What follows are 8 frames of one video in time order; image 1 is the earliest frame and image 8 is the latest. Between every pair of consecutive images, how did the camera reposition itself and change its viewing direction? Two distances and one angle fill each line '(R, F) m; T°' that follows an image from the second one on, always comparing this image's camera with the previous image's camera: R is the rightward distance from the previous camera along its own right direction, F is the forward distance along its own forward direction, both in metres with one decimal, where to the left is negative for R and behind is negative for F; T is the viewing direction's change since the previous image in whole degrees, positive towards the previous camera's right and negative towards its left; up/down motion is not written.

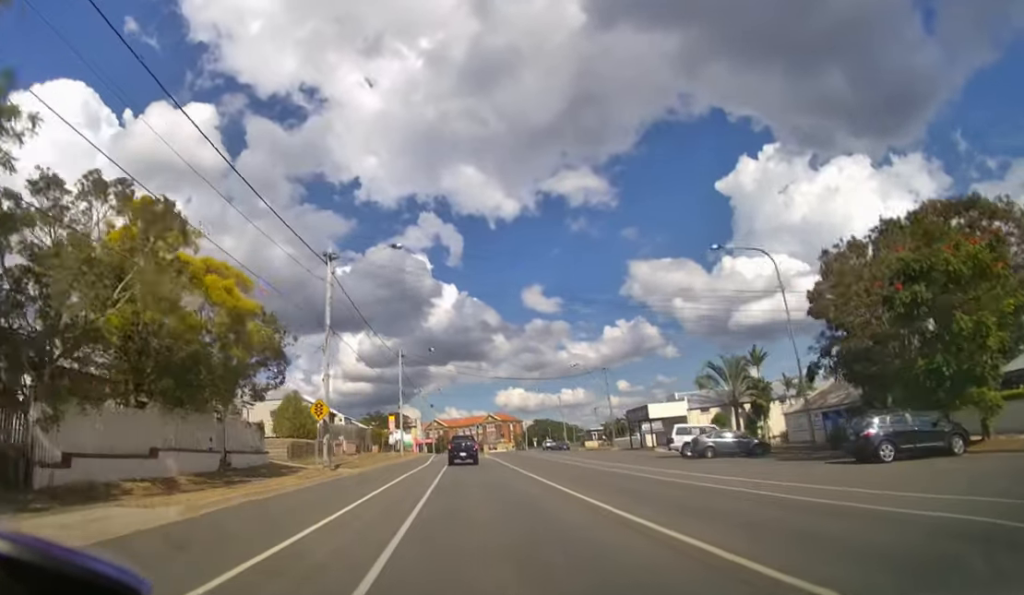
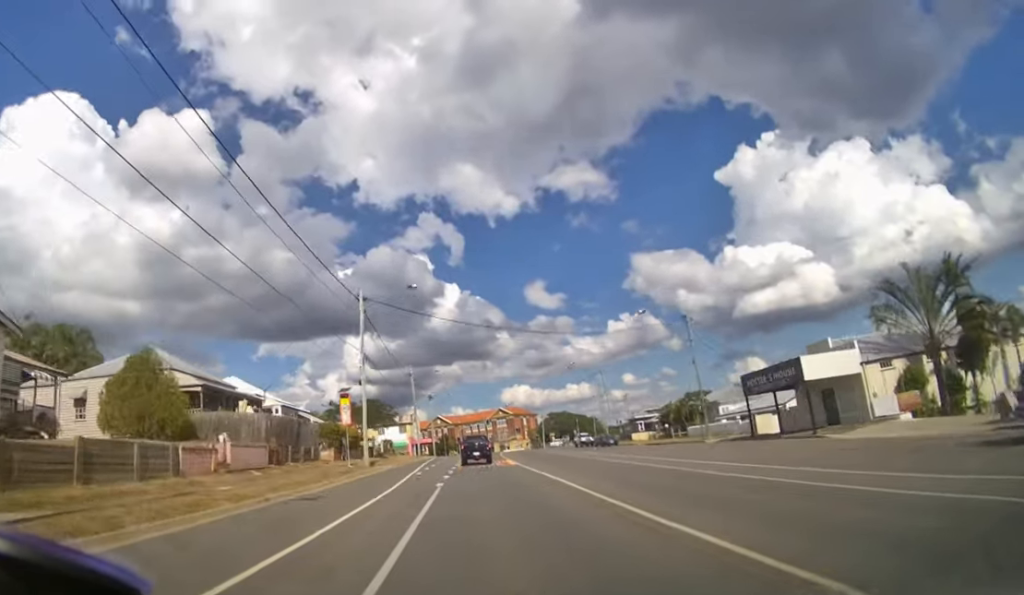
(0.0, +19.0) m; 0°
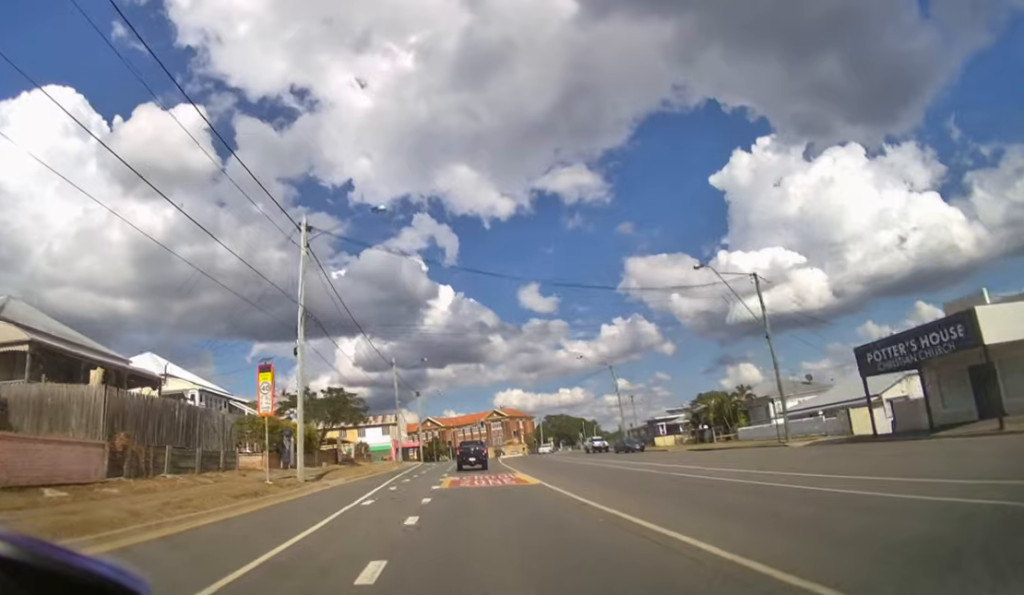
(0.0, +9.8) m; 0°
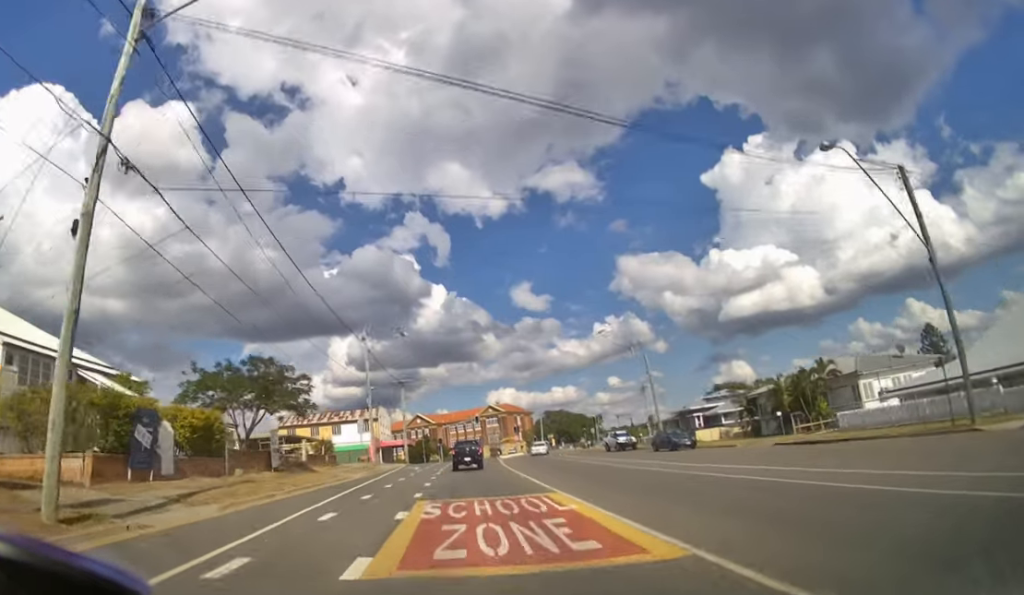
(0.0, +12.4) m; 0°
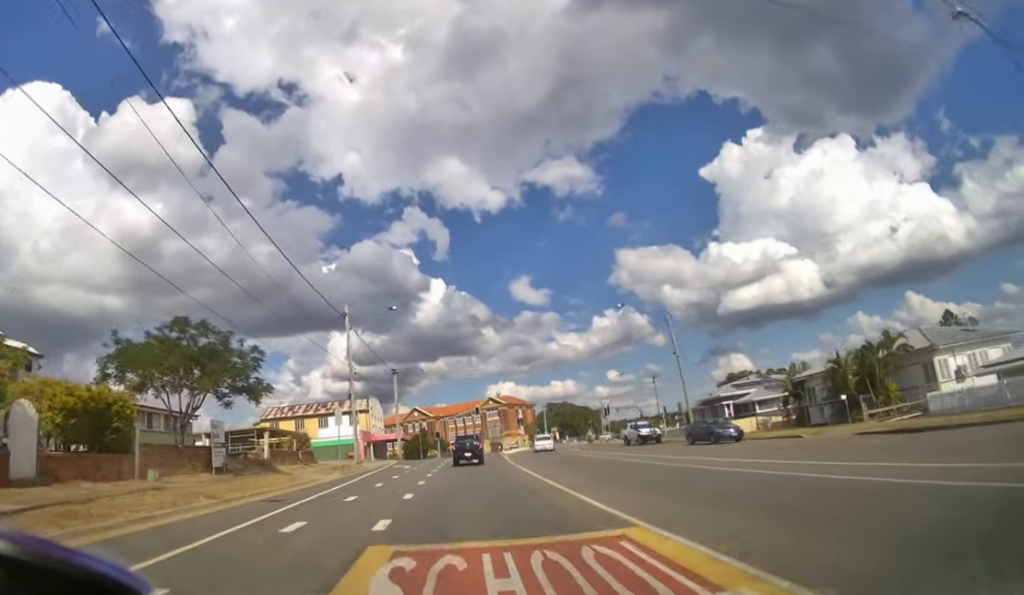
(0.0, +6.5) m; 0°
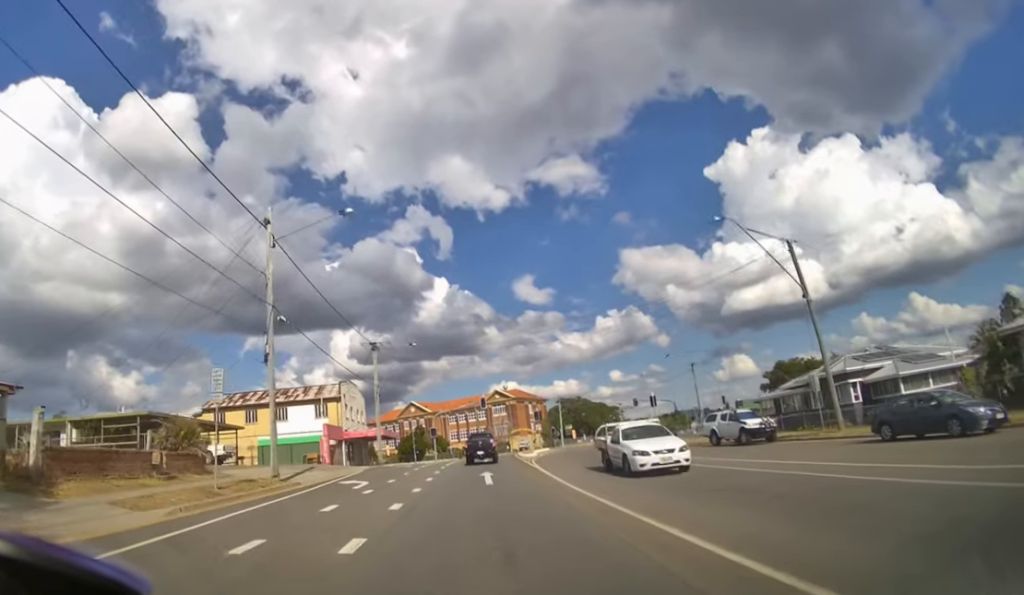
(+0.1, +17.8) m; 0°
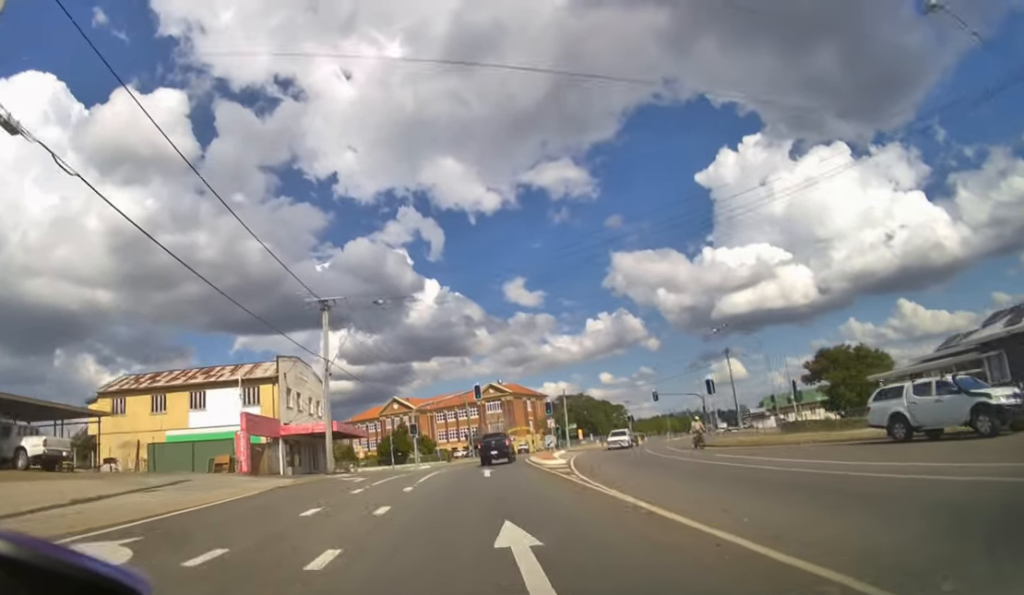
(+0.1, +16.1) m; +1°
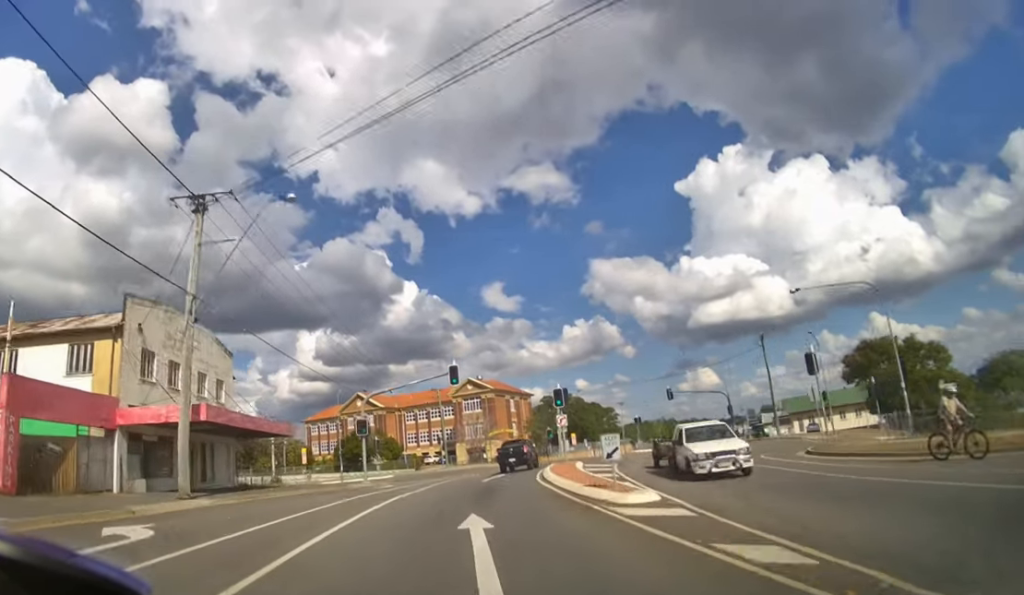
(+0.3, +14.8) m; +3°
